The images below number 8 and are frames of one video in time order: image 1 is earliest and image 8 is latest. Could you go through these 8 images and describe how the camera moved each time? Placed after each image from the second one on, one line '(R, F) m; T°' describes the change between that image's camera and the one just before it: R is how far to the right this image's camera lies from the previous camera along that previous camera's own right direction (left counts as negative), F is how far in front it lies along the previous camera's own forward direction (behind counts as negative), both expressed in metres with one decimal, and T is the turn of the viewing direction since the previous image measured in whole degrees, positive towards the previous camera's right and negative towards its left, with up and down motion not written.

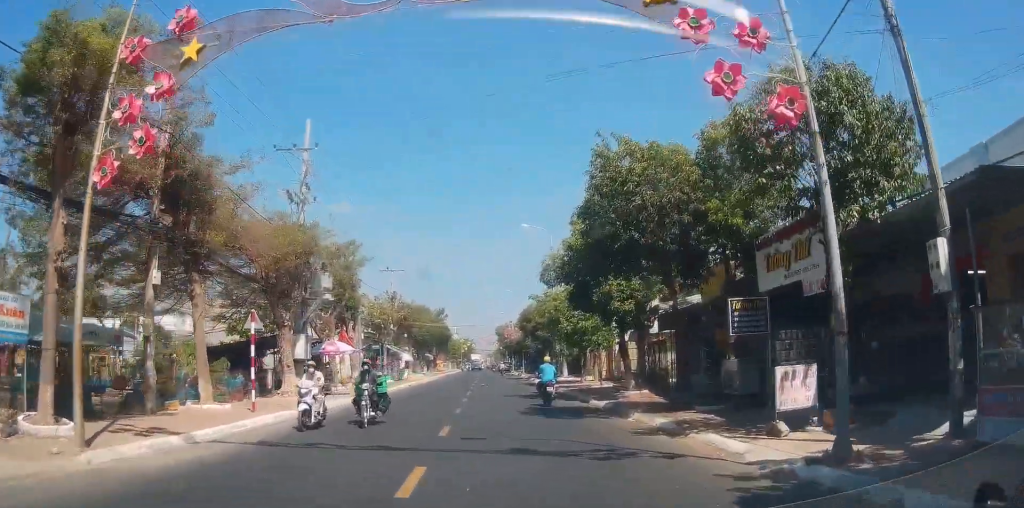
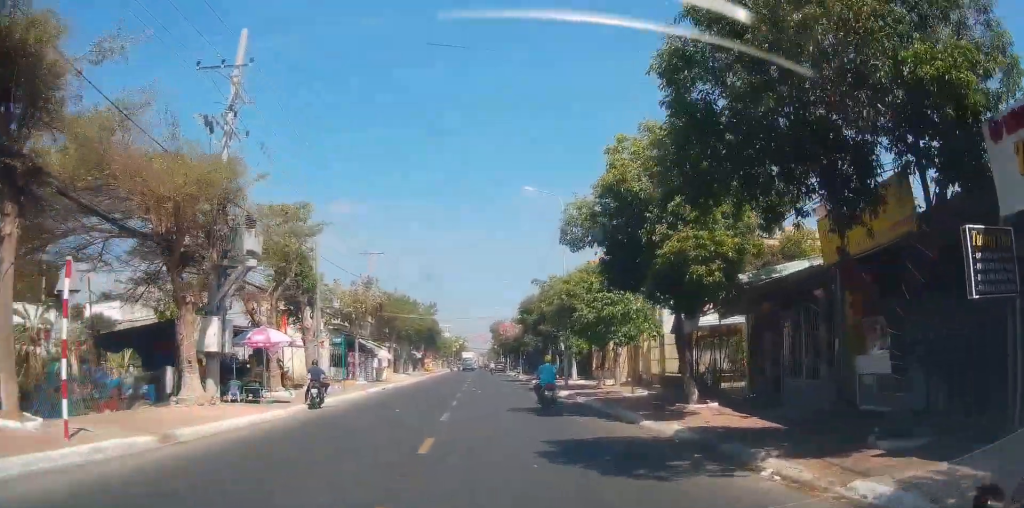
(+0.5, +8.9) m; +3°
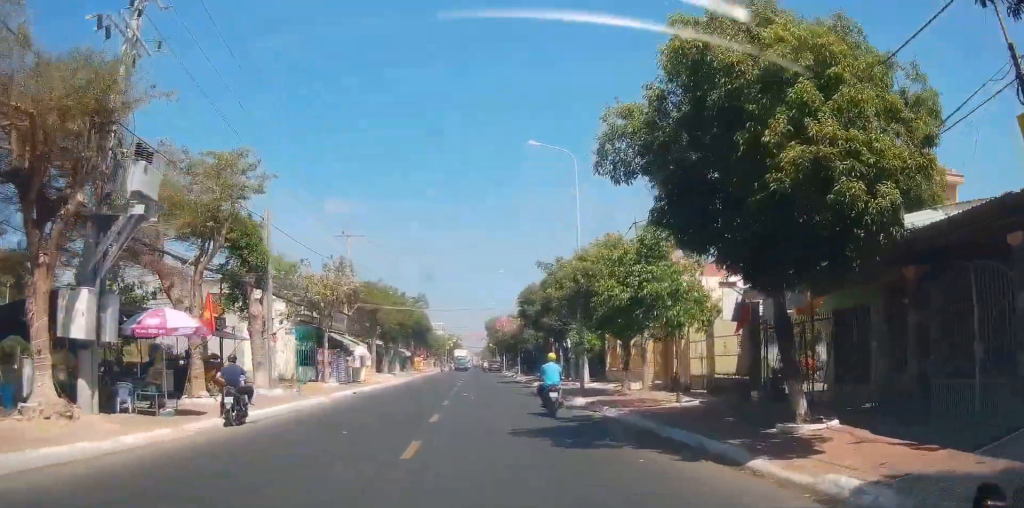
(-0.2, +6.9) m; +2°
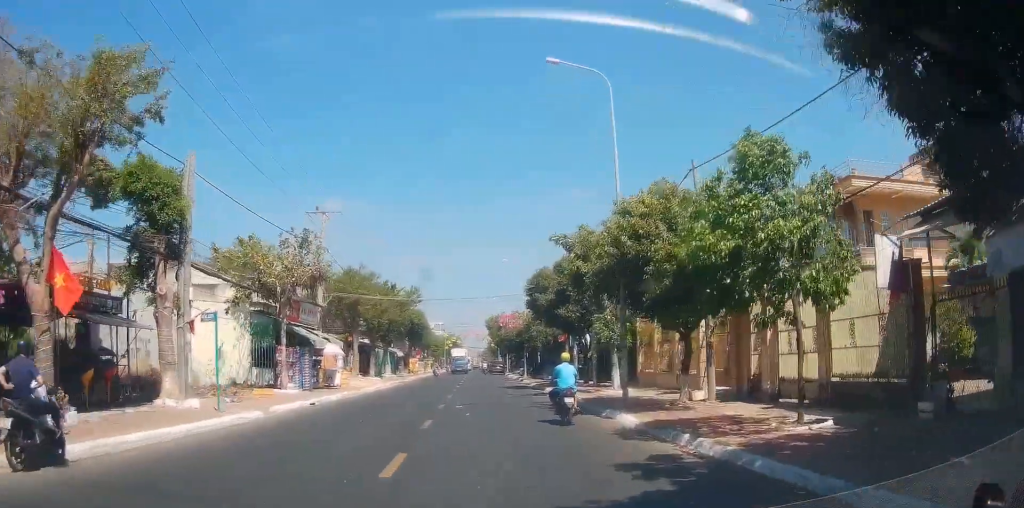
(+0.5, +7.7) m; +1°
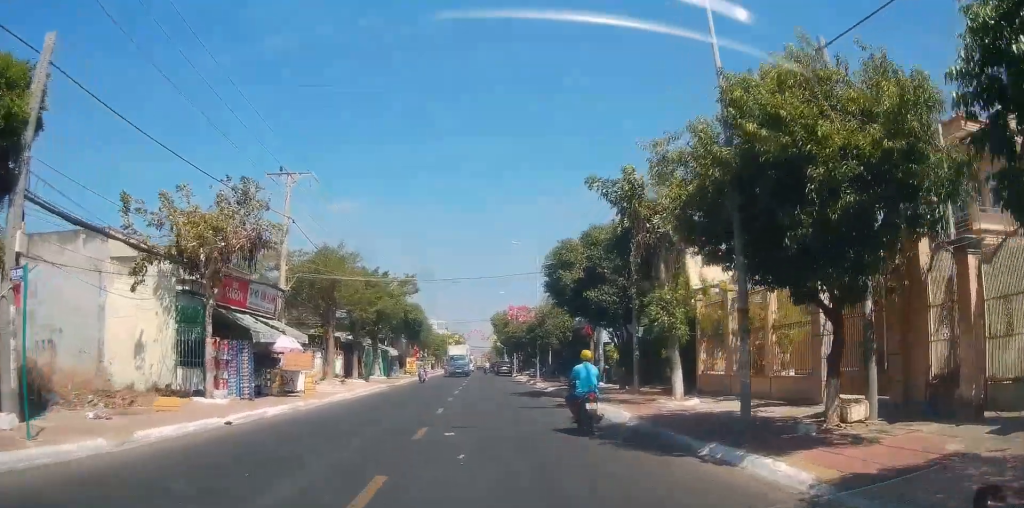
(-0.1, +8.3) m; -2°
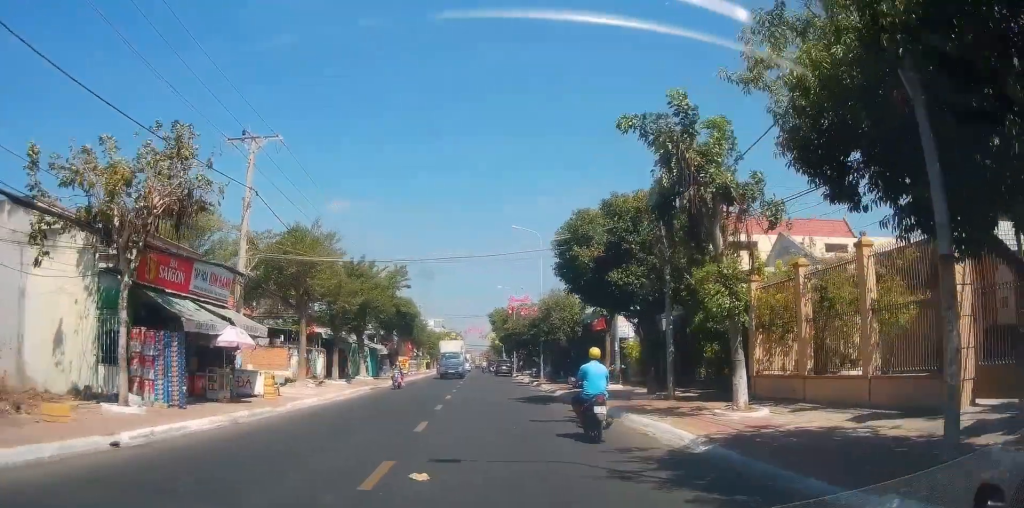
(-0.1, +5.2) m; -1°
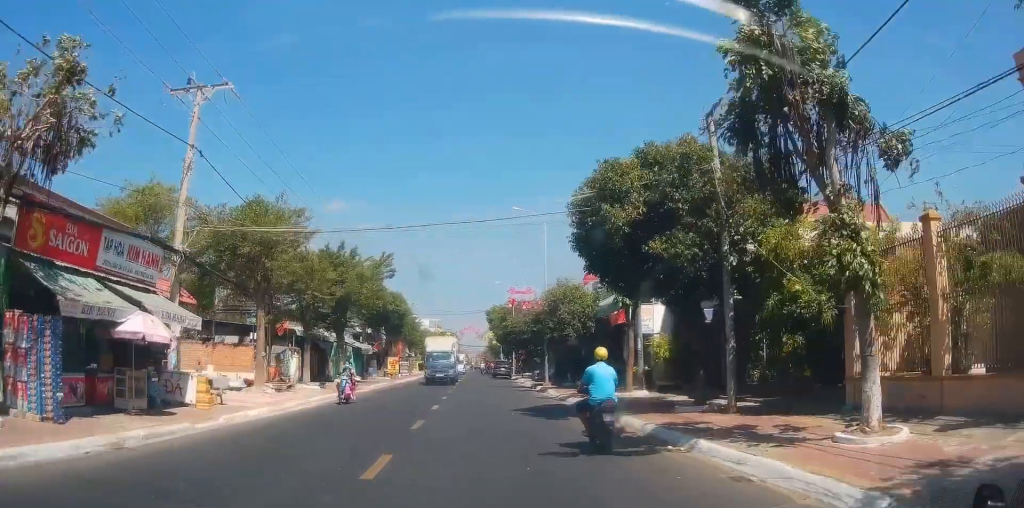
(0.0, +5.8) m; 0°
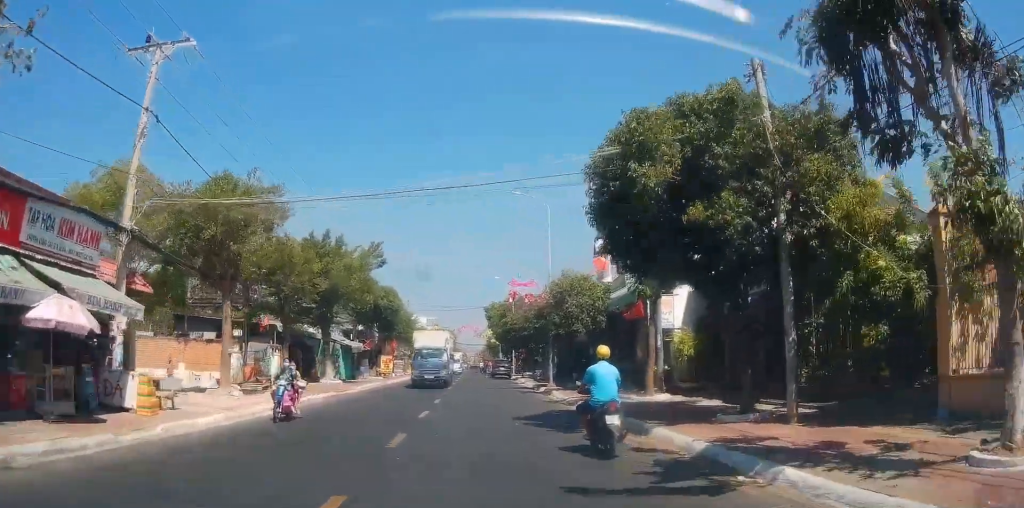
(0.0, +3.5) m; 0°
